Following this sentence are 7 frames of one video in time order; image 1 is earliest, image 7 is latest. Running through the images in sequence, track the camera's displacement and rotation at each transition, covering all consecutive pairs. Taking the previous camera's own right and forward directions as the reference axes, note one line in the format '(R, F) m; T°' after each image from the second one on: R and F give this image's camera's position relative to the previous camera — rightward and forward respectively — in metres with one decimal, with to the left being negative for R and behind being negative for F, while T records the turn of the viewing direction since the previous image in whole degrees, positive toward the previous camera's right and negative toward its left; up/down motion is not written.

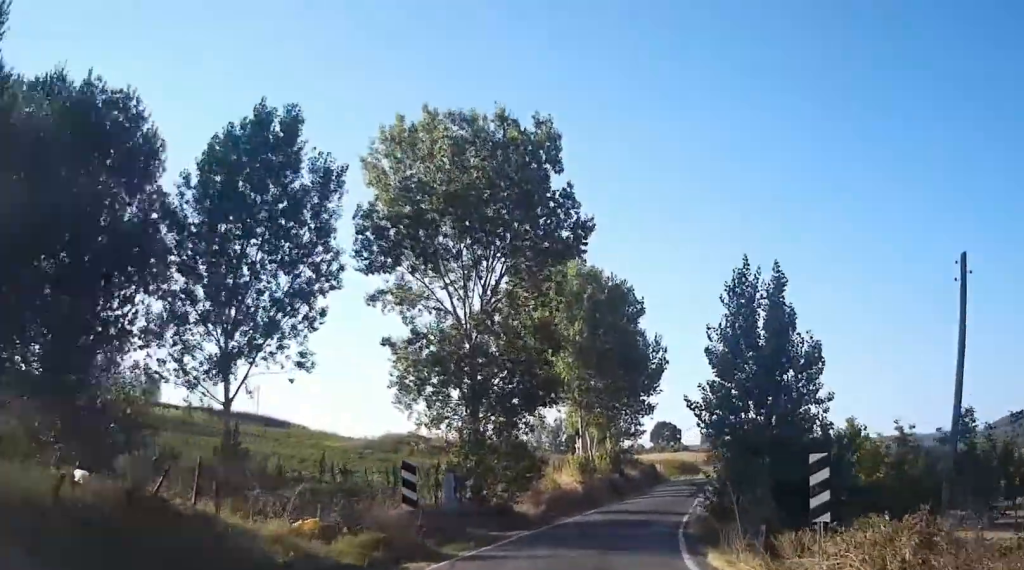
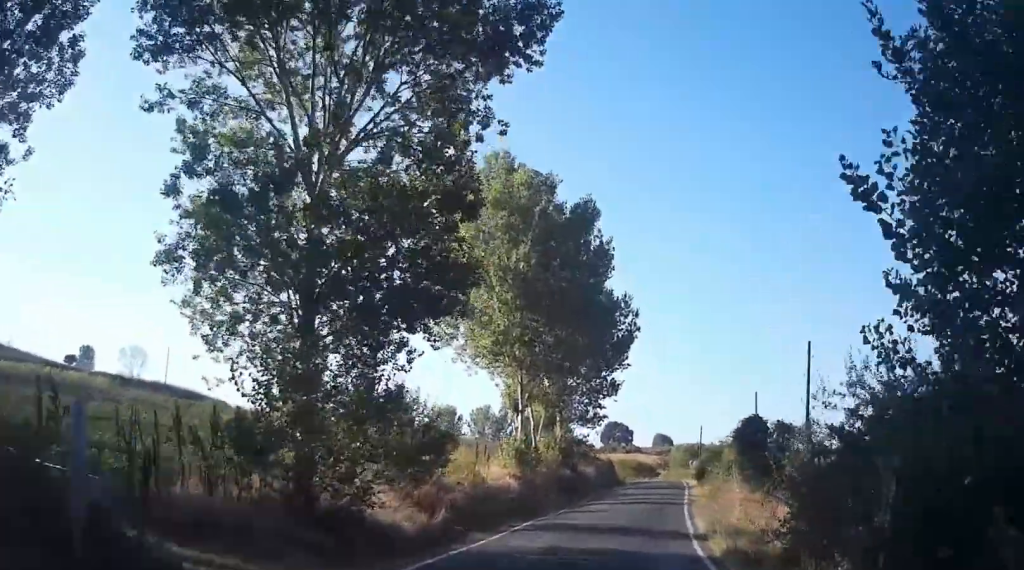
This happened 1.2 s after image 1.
(0.0, +14.8) m; +1°
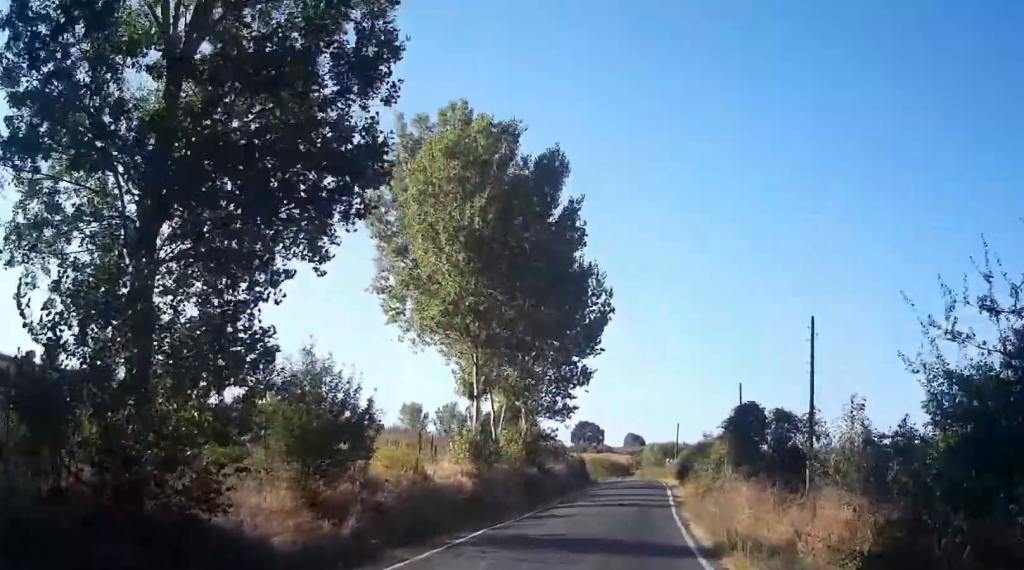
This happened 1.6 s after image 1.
(-0.1, +5.4) m; +2°
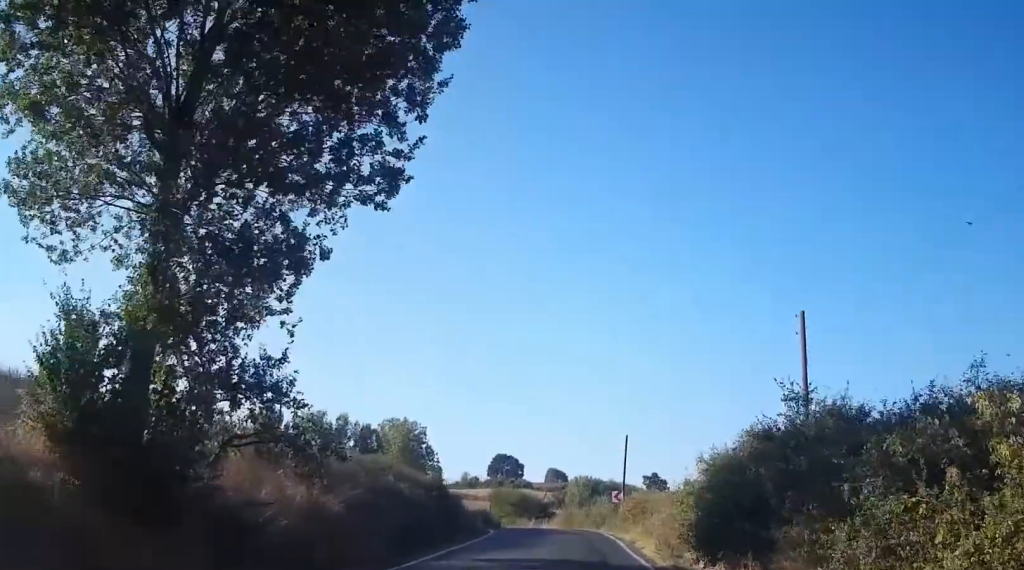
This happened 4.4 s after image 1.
(+0.3, +36.7) m; -3°
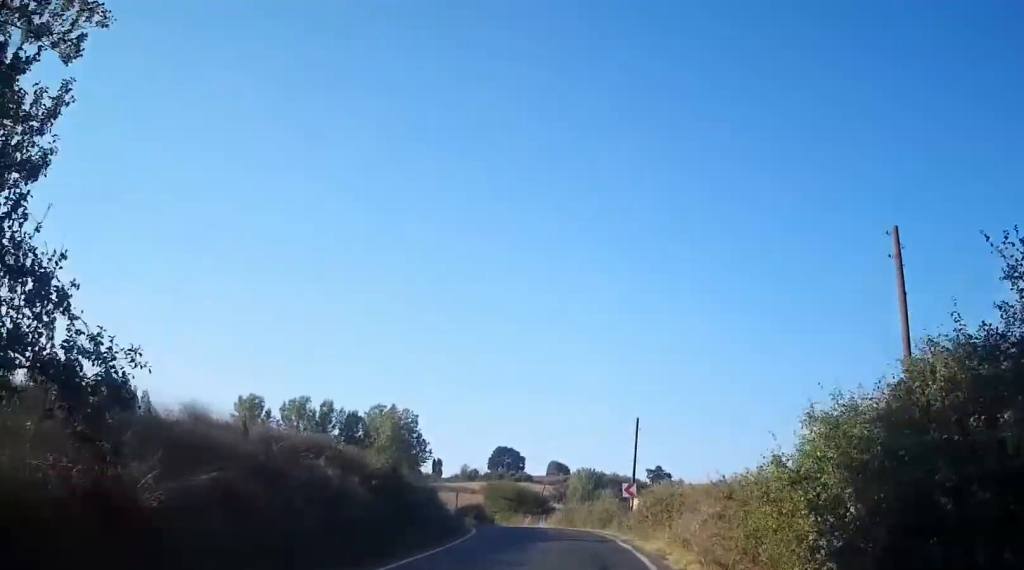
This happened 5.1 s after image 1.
(0.0, +8.8) m; 0°
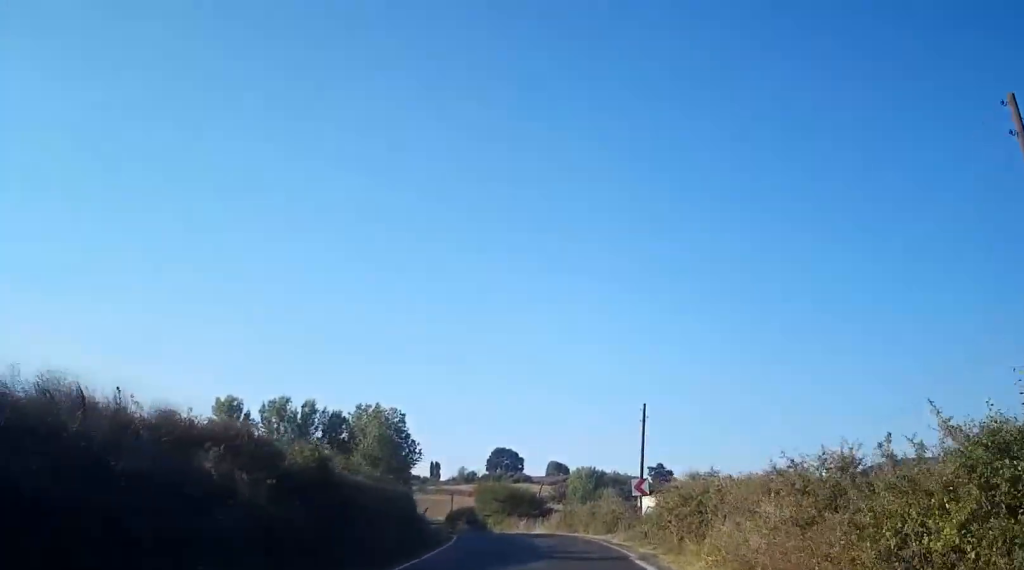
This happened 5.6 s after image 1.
(0.0, +6.7) m; 0°
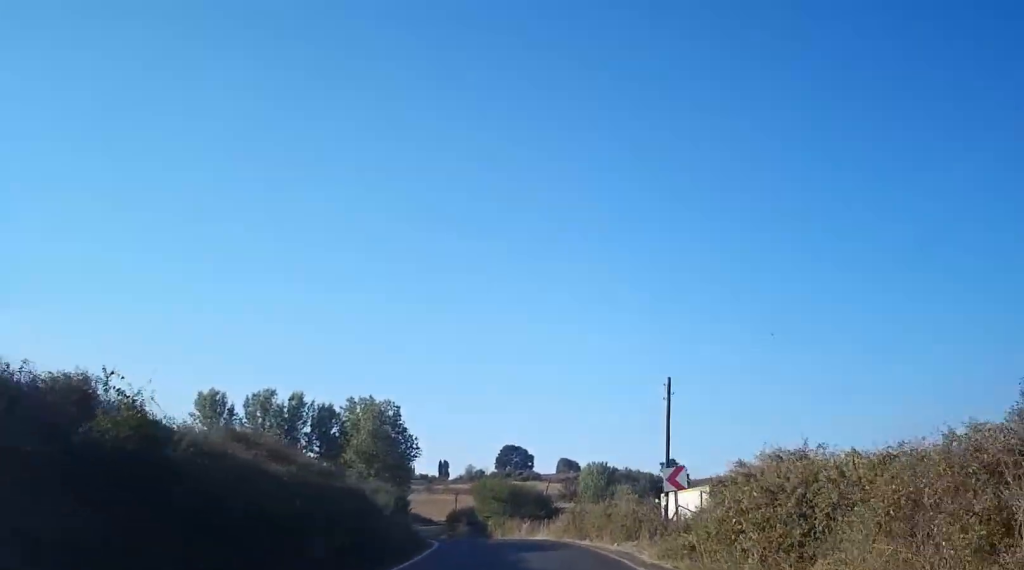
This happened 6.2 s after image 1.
(0.0, +8.4) m; 0°
